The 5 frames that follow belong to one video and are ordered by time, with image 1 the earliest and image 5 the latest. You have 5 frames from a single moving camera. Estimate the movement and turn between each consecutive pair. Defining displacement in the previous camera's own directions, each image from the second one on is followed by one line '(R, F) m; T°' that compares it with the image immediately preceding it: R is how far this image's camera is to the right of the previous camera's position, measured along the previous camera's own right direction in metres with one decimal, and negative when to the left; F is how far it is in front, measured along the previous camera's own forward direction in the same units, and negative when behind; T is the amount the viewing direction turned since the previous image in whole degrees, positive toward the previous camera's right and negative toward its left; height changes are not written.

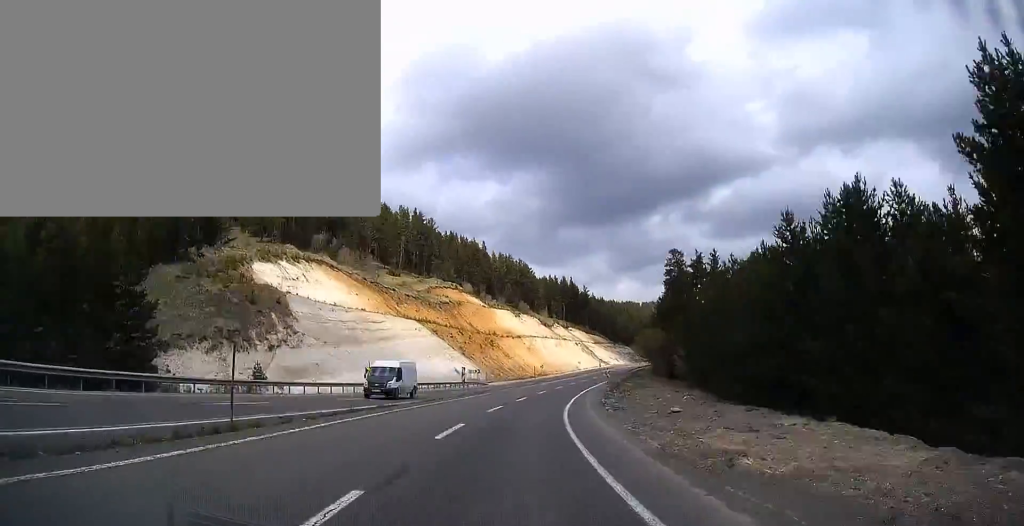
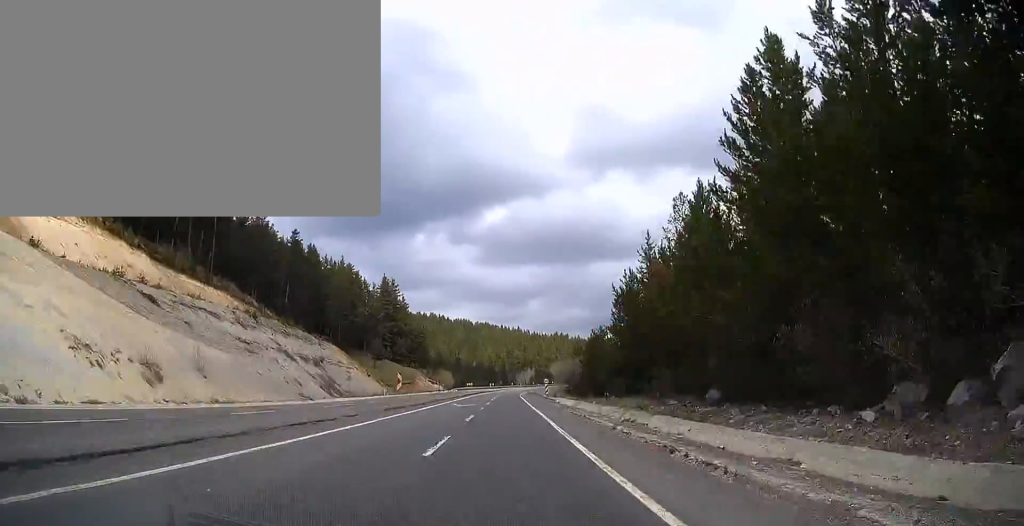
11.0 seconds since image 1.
(+41.7, +236.6) m; +15°
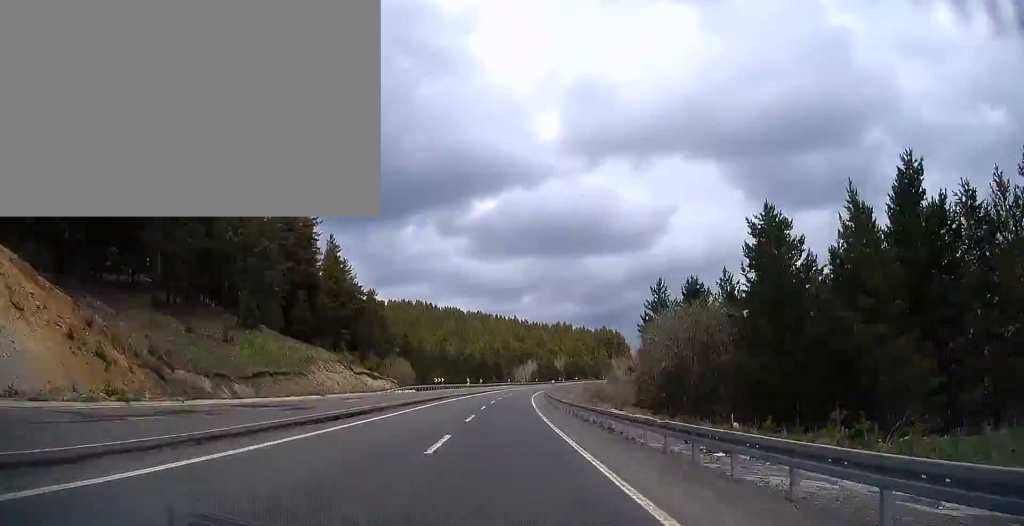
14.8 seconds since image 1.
(+1.8, +42.4) m; +4°
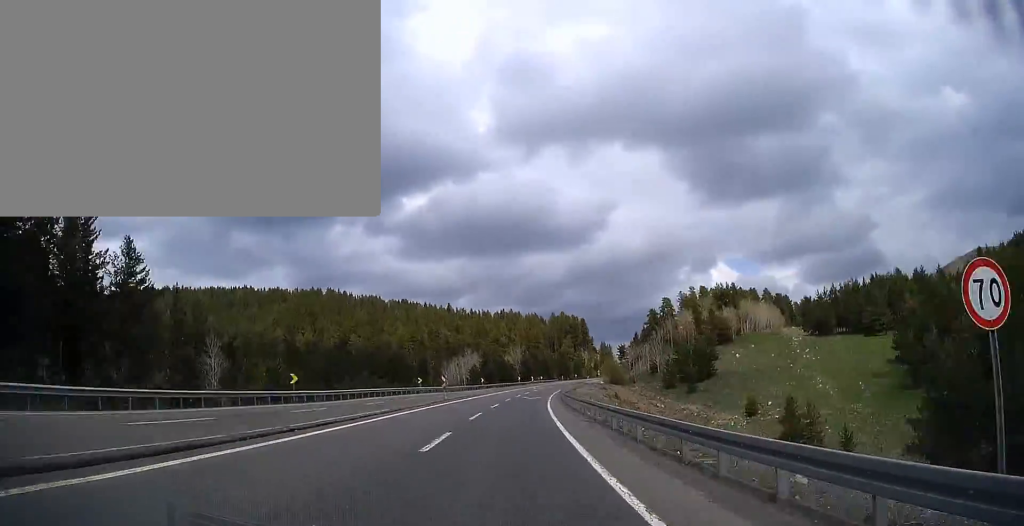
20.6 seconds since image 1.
(+3.0, +72.5) m; +6°
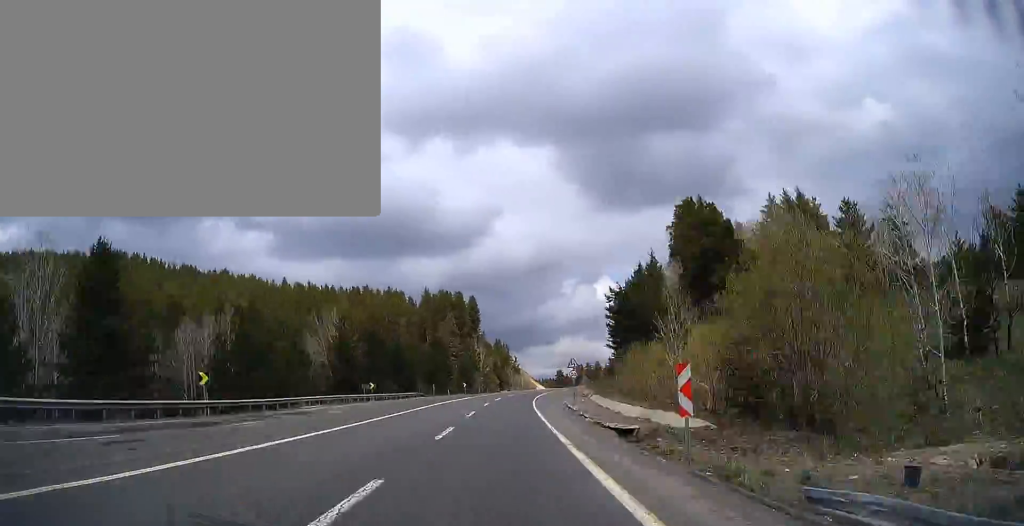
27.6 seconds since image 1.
(+6.0, +92.8) m; +9°
